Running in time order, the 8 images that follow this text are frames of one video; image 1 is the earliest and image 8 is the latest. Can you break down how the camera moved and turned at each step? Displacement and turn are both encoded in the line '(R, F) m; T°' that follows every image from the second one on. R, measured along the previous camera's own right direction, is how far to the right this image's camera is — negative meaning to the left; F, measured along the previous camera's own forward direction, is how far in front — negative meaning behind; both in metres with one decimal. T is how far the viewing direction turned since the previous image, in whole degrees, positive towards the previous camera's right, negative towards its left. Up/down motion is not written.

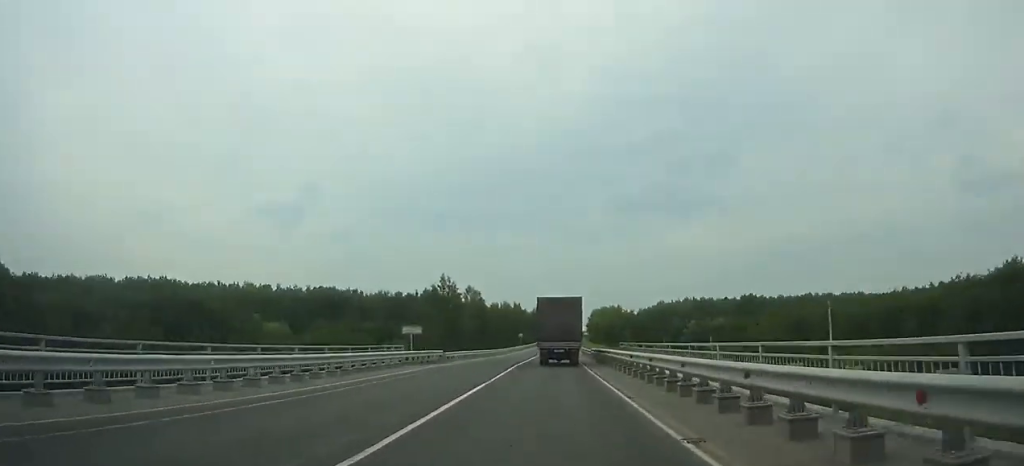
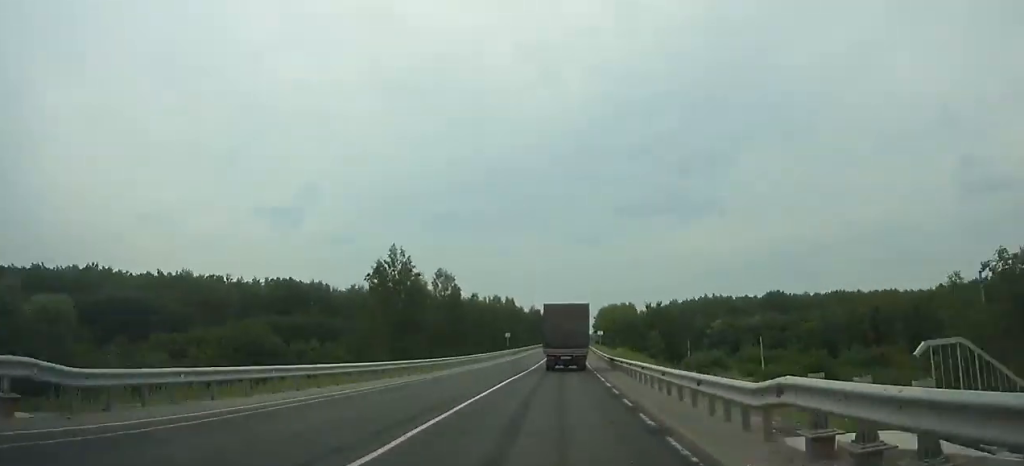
(+0.7, +31.3) m; -1°
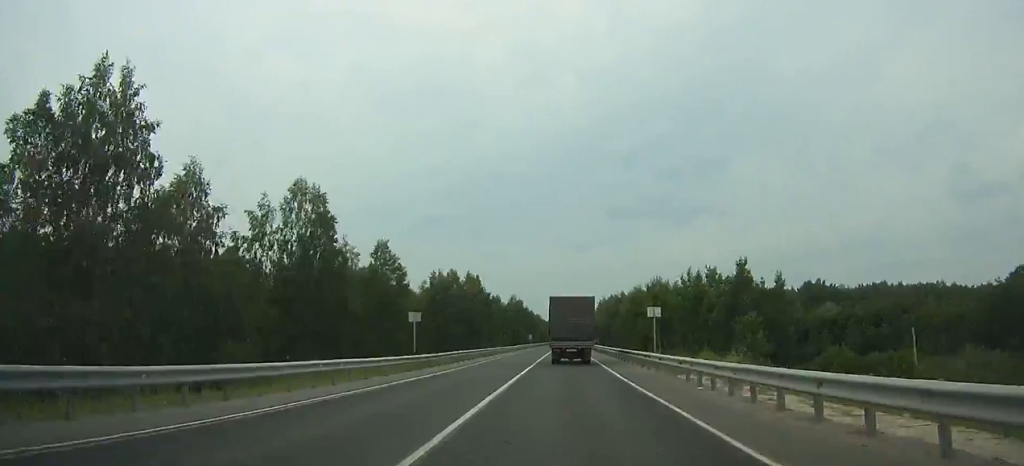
(-1.7, +46.0) m; -8°
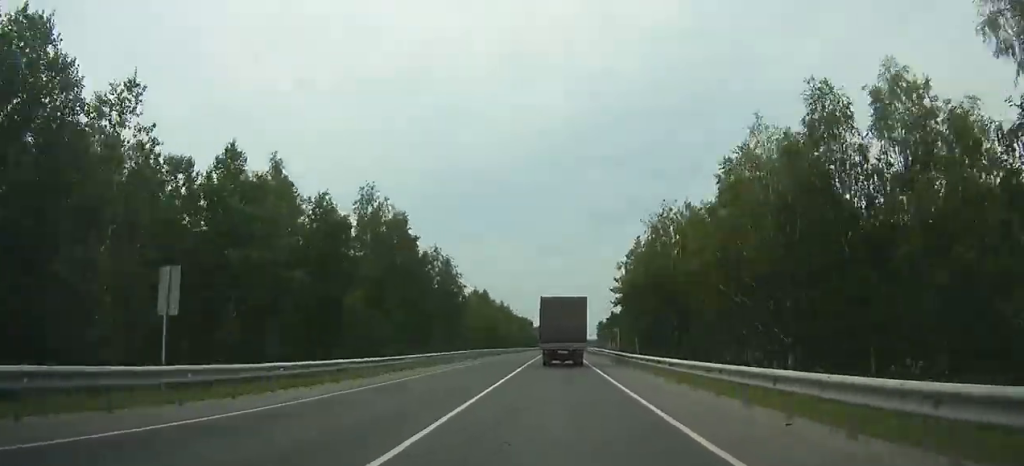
(-3.7, +90.9) m; +14°
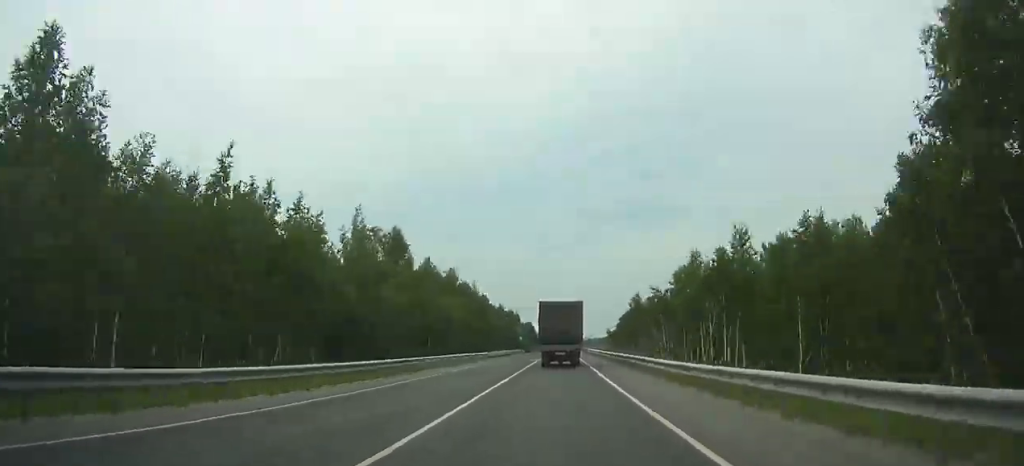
(+17.4, +95.9) m; +7°
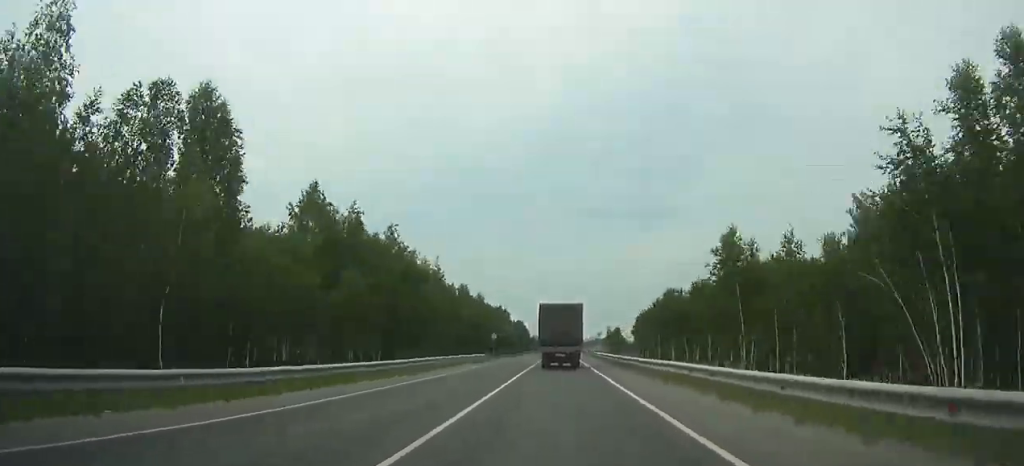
(-2.3, +49.9) m; -3°
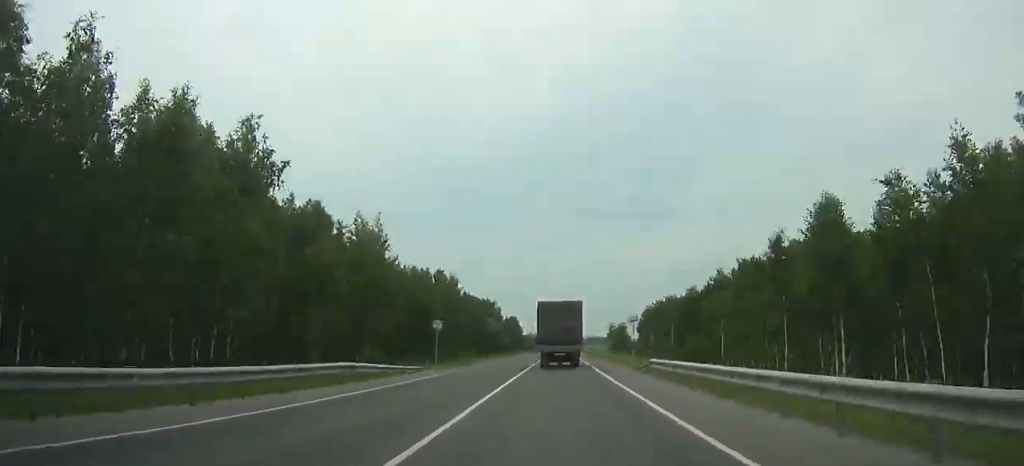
(-0.8, +39.3) m; -2°
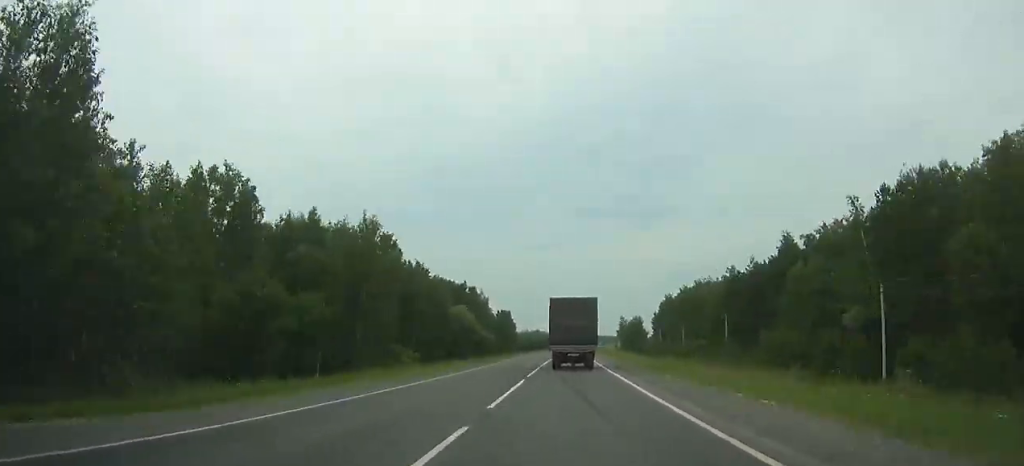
(-1.9, +57.8) m; -1°
